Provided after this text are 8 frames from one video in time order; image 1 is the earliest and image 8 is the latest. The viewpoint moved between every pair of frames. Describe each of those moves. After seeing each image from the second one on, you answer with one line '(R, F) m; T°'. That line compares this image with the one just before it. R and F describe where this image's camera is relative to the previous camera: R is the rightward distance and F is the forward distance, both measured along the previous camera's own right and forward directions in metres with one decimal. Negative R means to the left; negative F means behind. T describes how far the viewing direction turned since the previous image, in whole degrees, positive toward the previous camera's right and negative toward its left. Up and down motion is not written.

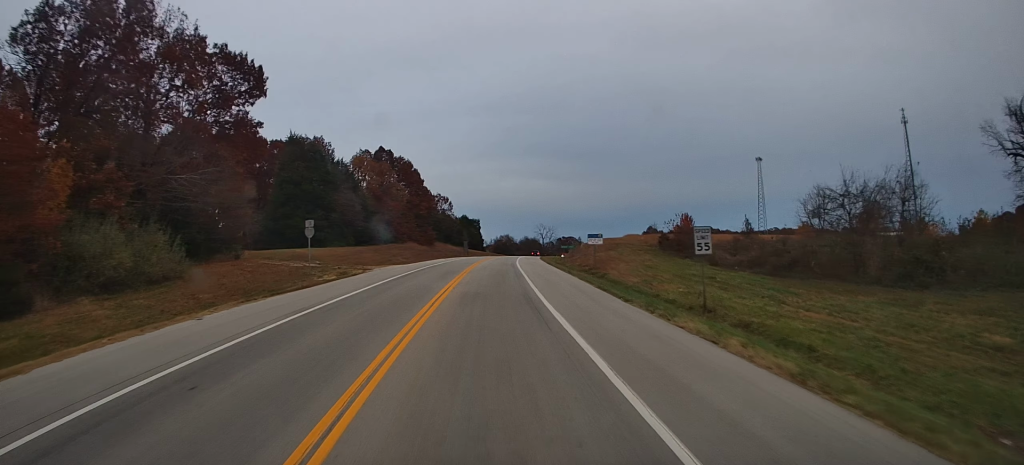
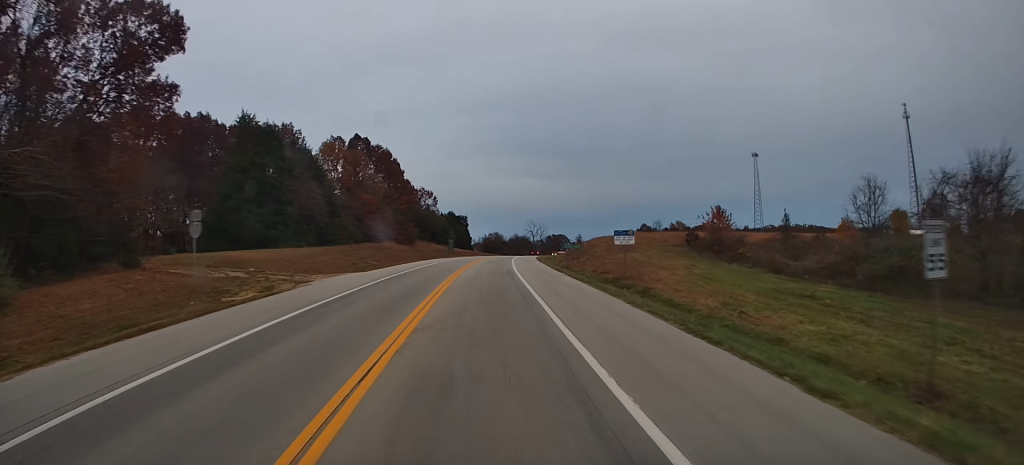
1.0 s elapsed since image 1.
(+0.3, +13.3) m; +1°
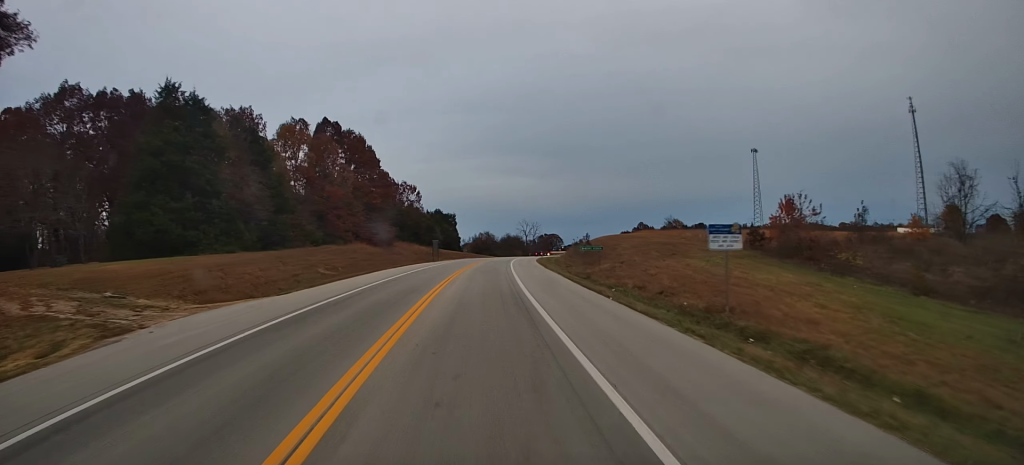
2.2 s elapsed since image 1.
(-0.2, +16.1) m; +1°
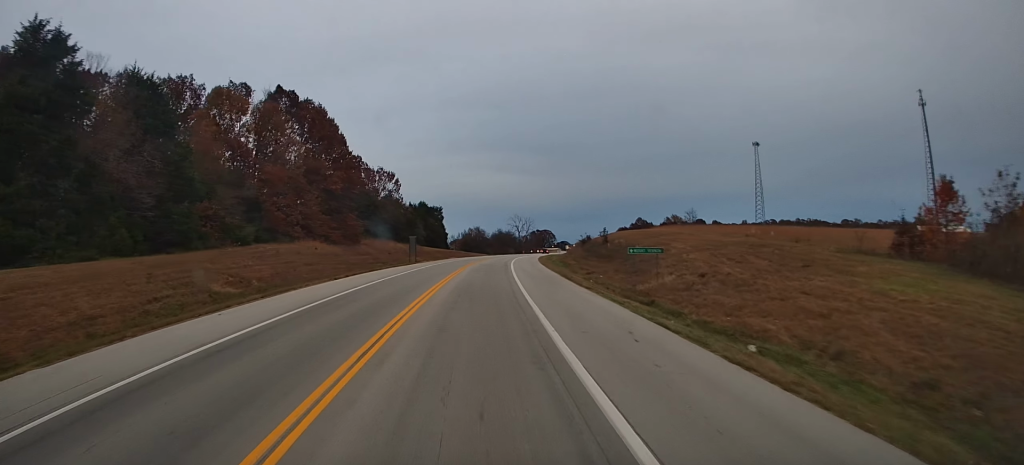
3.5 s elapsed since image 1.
(+0.8, +18.4) m; +3°
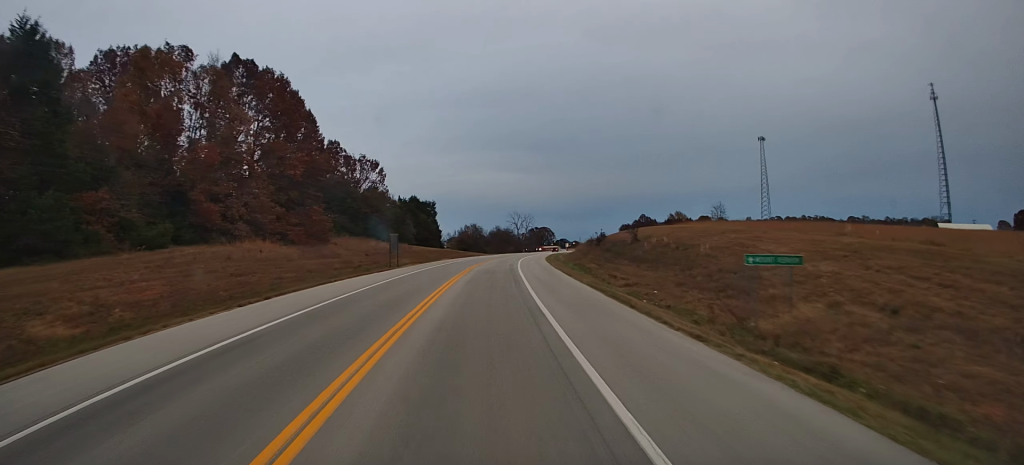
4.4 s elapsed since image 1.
(0.0, +14.1) m; +1°
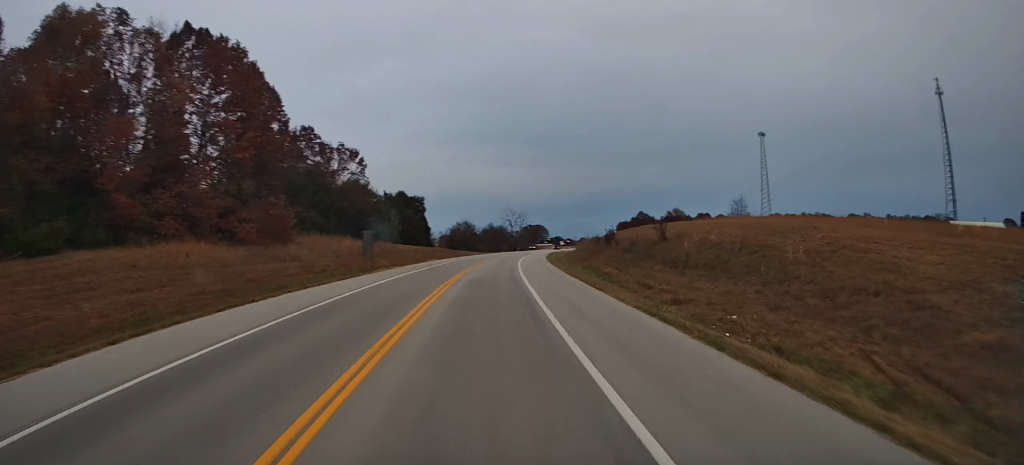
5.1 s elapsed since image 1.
(+0.1, +10.4) m; 0°
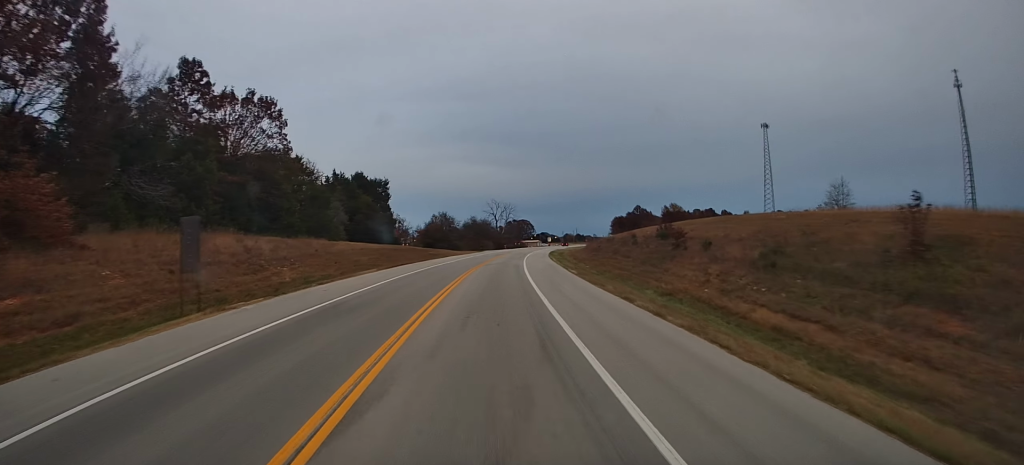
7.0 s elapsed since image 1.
(+0.1, +29.2) m; 0°
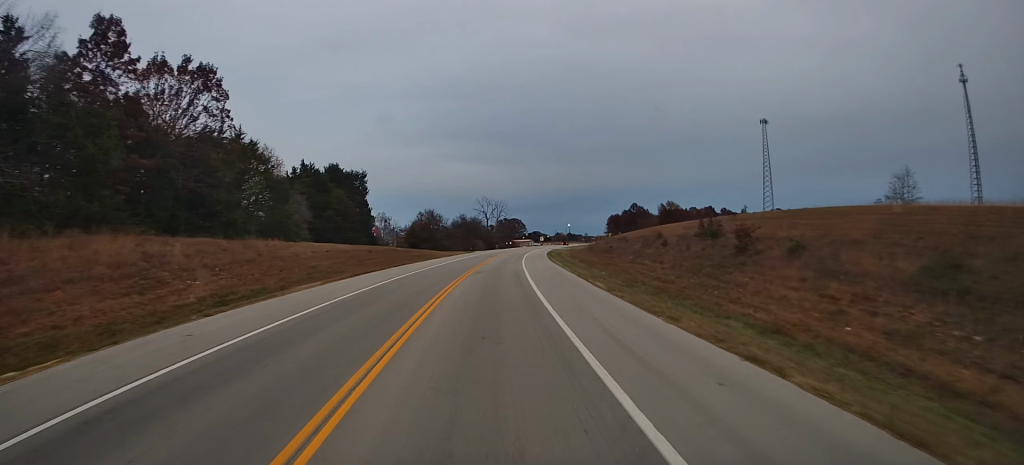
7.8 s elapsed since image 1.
(0.0, +11.7) m; 0°
